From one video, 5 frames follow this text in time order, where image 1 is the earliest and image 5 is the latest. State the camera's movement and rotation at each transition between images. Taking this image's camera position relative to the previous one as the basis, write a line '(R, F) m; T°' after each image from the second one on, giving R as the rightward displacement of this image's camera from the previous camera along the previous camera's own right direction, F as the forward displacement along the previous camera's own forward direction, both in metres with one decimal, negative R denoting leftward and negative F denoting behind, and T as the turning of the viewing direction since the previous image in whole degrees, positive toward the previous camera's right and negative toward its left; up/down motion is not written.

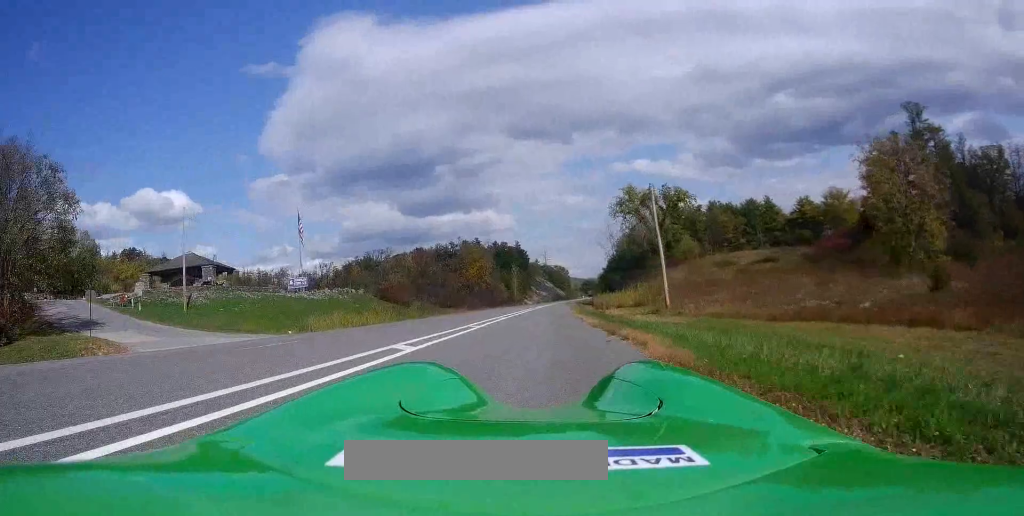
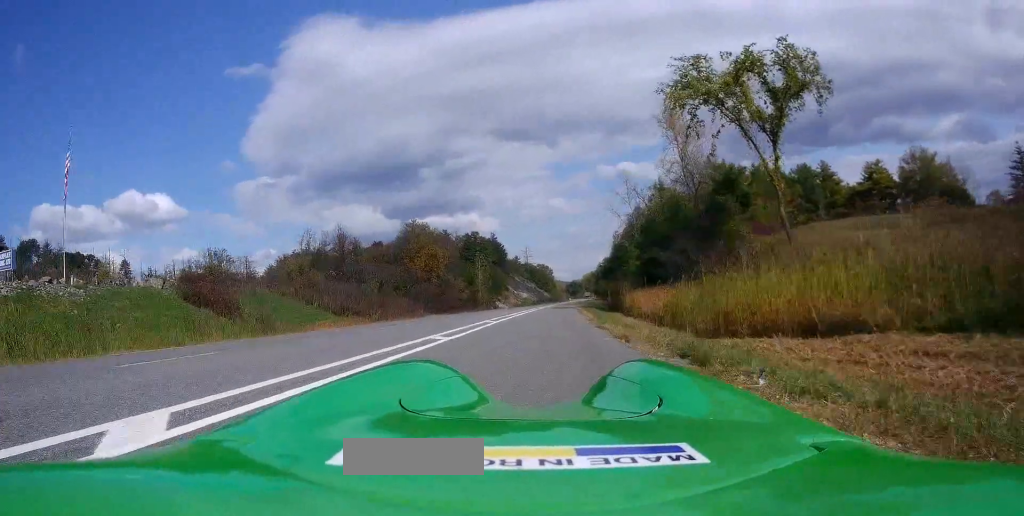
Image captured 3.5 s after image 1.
(+0.9, +53.7) m; +1°
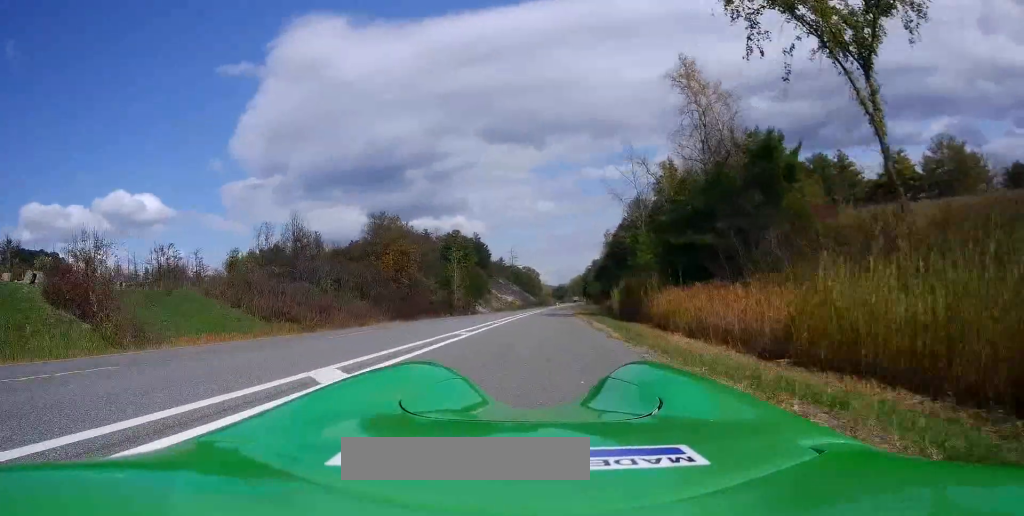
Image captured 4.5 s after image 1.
(-0.3, +15.4) m; 0°
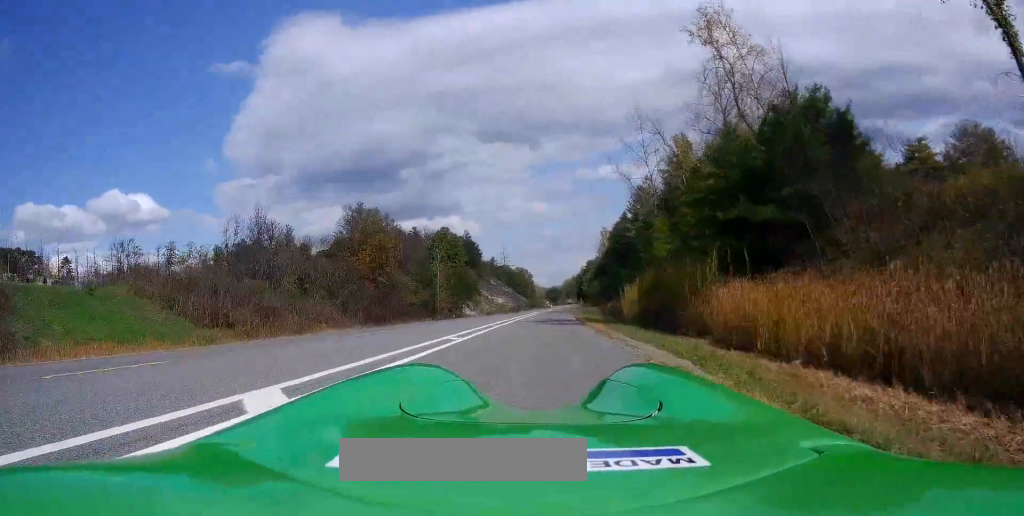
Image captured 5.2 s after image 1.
(-0.2, +10.9) m; +2°
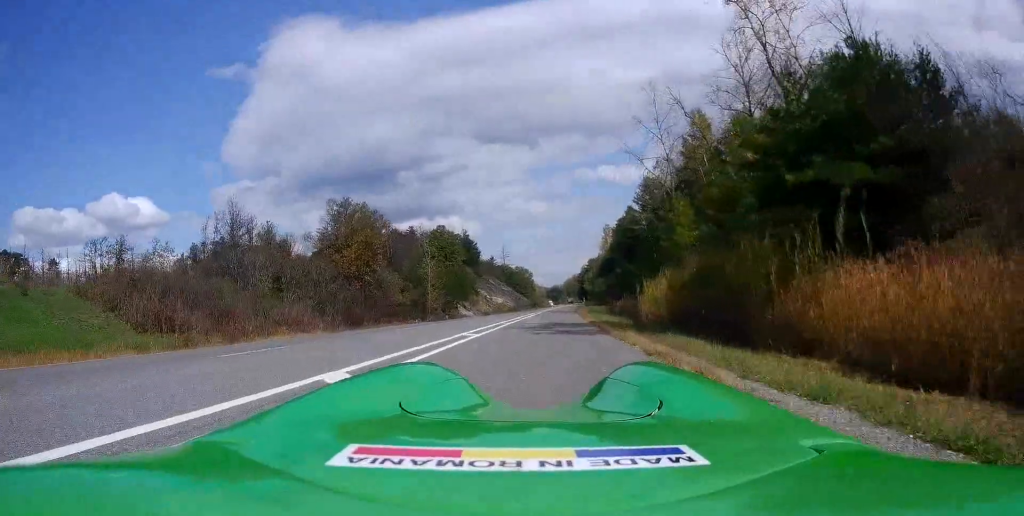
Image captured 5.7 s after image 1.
(+0.6, +7.7) m; +1°
